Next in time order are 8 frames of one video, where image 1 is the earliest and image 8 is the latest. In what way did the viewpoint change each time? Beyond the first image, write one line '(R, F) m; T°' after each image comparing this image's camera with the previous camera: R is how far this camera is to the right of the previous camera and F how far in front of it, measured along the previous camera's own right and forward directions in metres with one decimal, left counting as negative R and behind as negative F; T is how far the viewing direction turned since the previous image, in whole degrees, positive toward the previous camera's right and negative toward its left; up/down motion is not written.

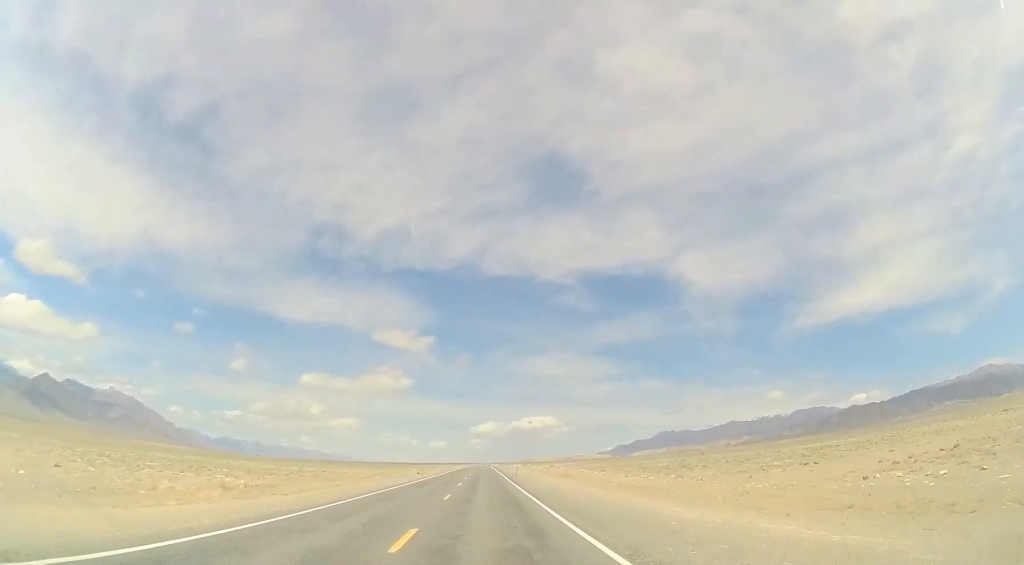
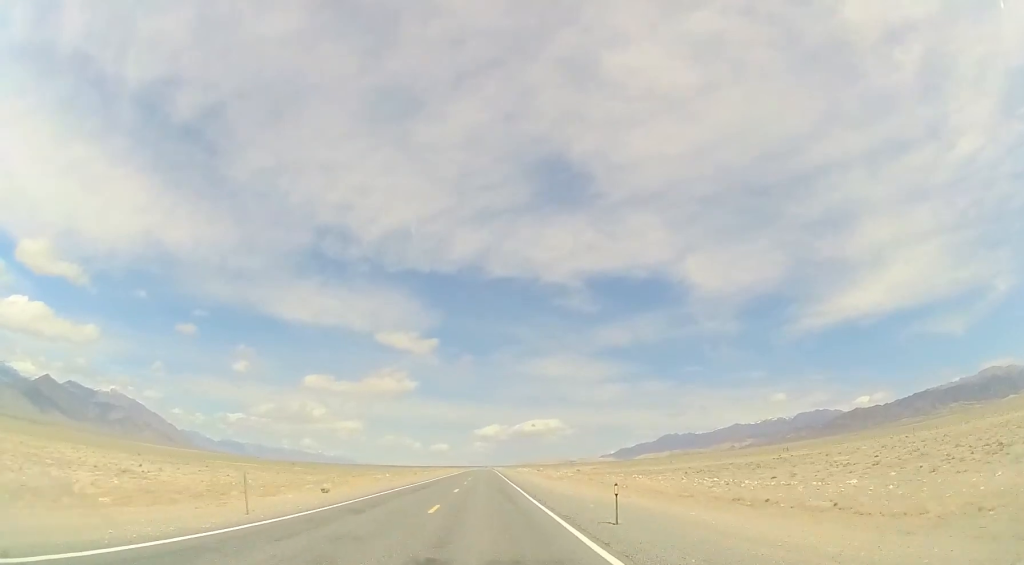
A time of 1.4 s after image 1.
(+0.4, +46.3) m; 0°
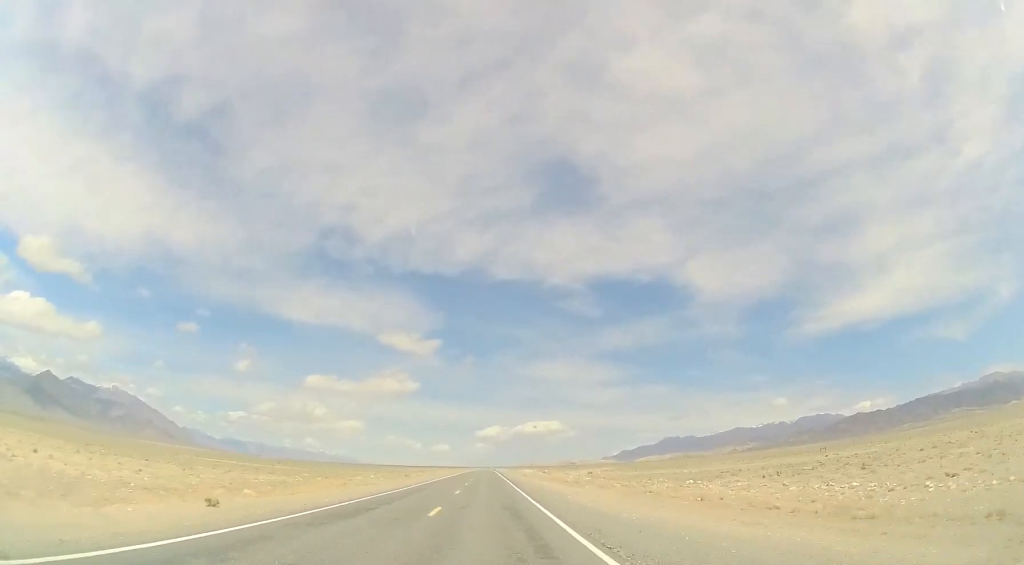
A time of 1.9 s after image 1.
(0.0, +14.0) m; 0°
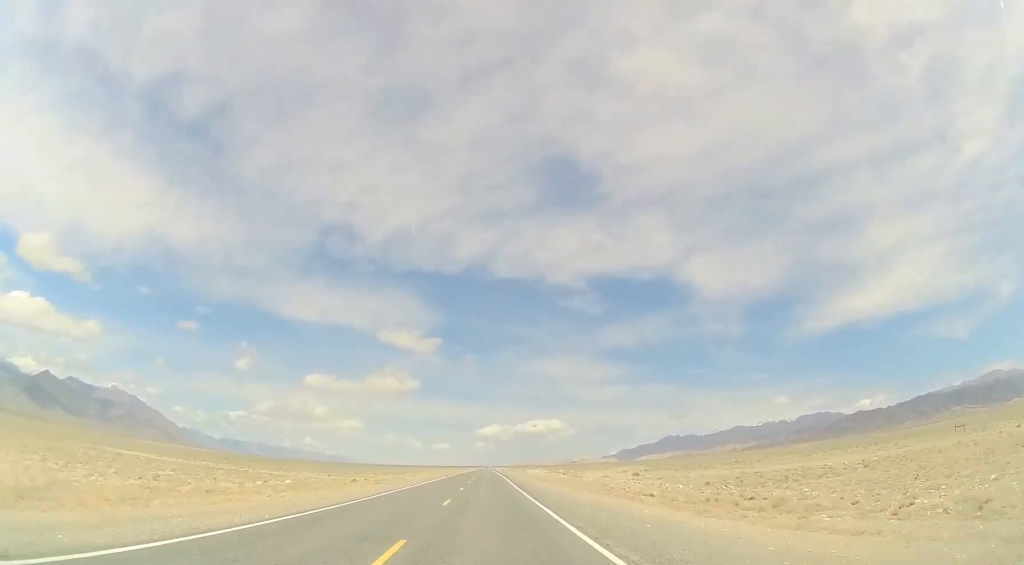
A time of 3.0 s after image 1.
(+0.1, +36.5) m; 0°
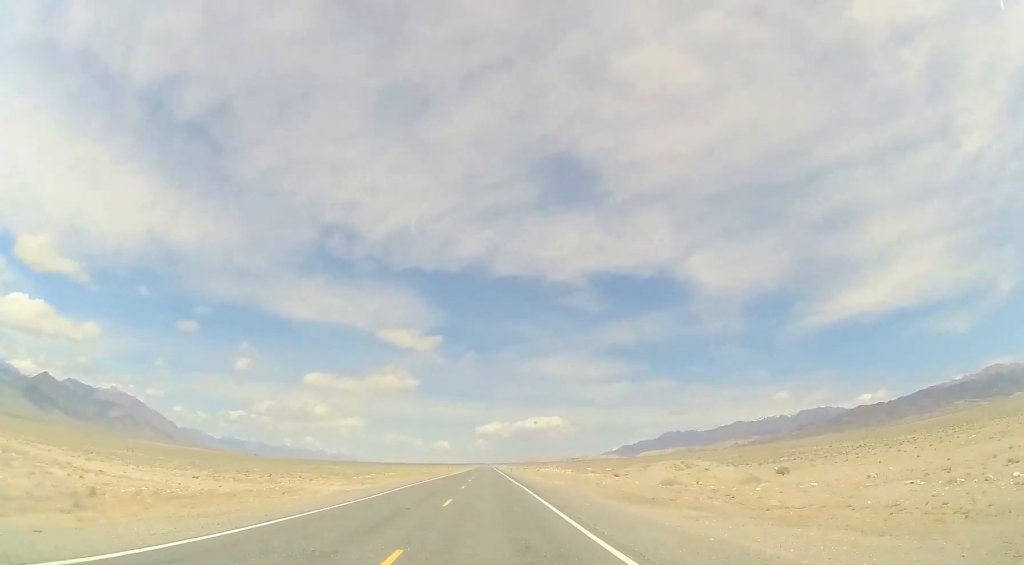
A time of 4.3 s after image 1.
(-0.2, +42.0) m; -1°
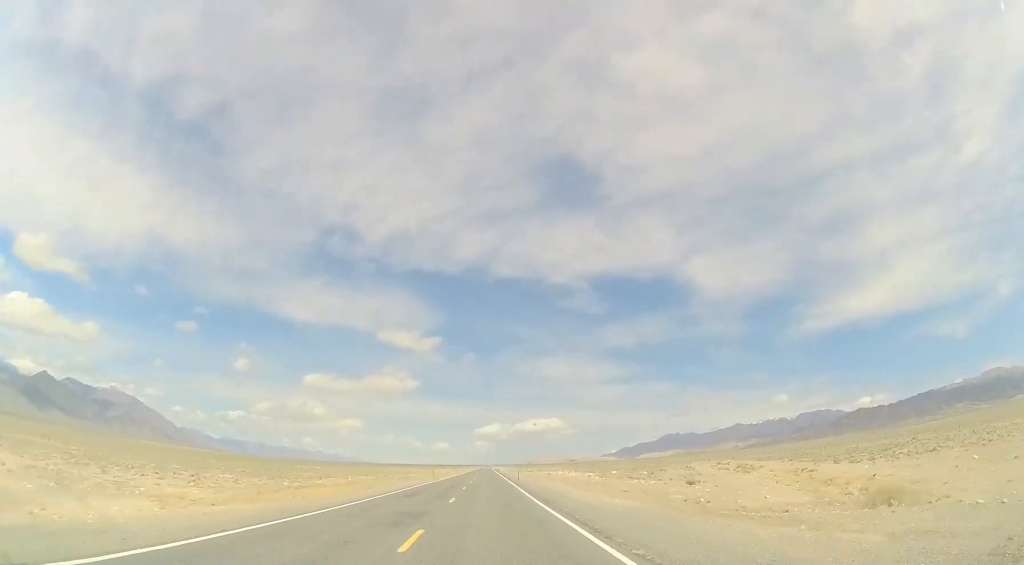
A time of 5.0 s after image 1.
(0.0, +23.8) m; 0°
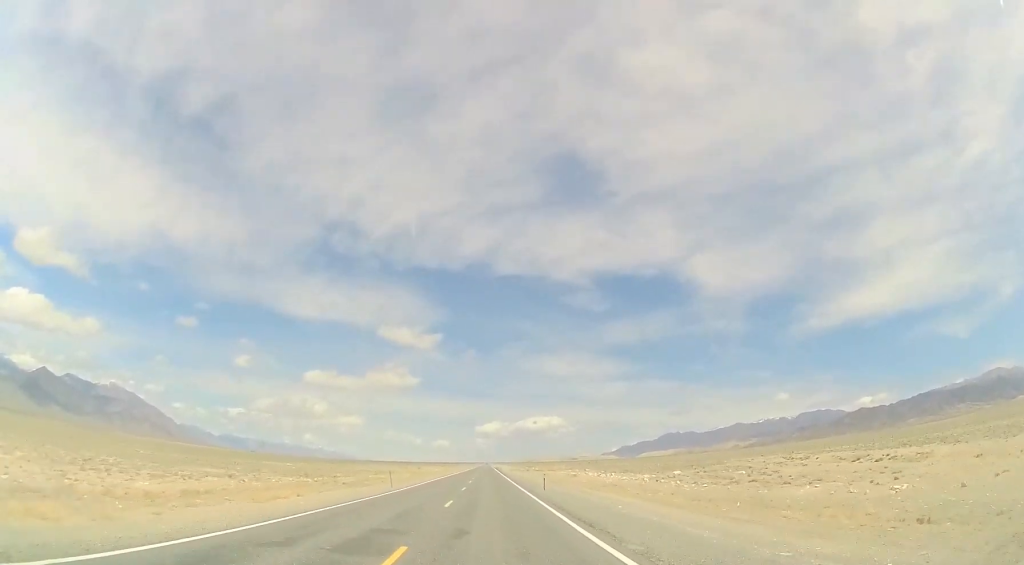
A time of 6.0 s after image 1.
(+0.2, +30.3) m; 0°
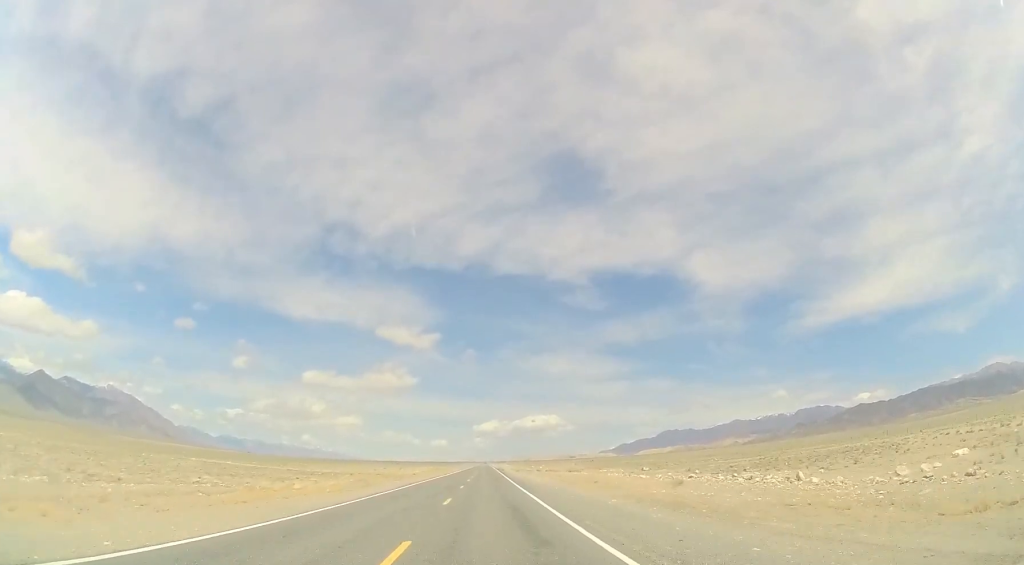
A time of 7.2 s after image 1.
(0.0, +40.0) m; 0°
